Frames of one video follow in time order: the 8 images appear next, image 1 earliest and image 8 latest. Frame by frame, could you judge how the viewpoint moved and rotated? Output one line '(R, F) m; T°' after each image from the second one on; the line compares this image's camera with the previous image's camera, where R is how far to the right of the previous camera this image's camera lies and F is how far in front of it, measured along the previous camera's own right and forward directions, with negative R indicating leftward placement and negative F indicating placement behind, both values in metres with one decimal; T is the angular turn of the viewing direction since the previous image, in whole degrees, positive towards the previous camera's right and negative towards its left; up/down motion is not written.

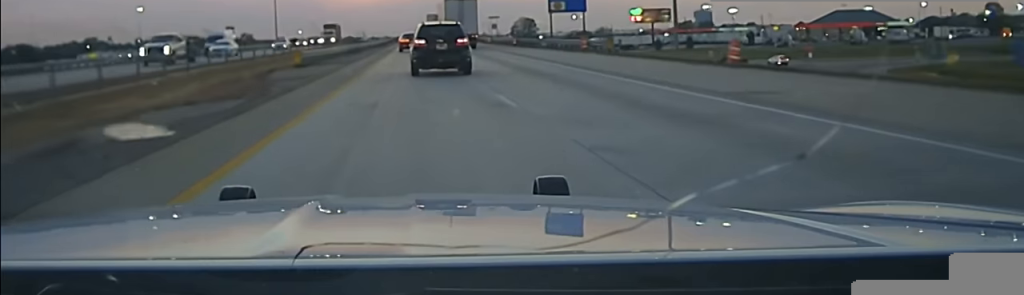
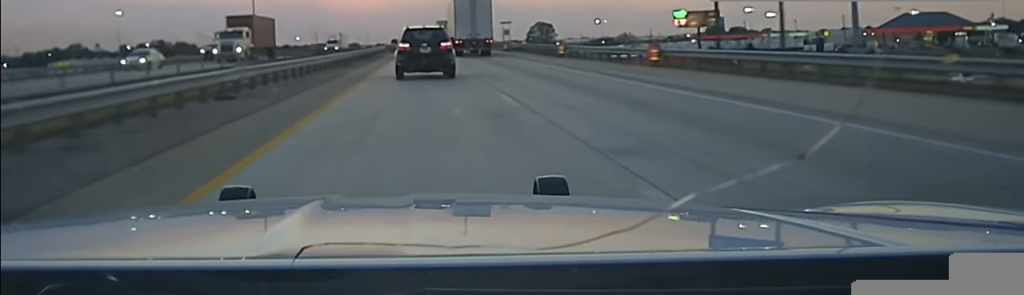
(0.0, +50.0) m; 0°
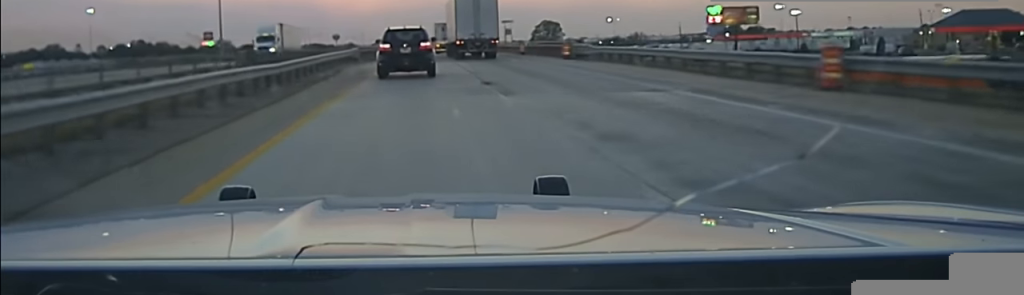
(0.0, +39.2) m; 0°
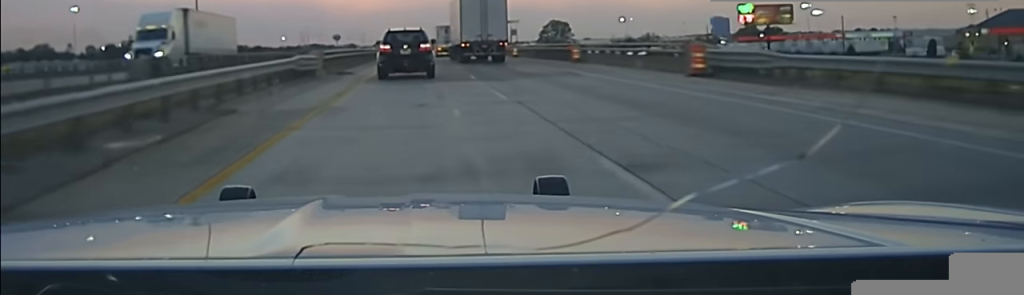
(0.0, +22.2) m; 0°
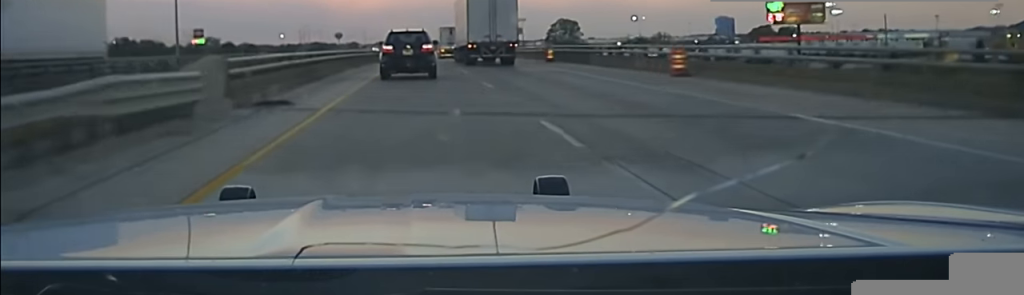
(0.0, +17.6) m; 0°
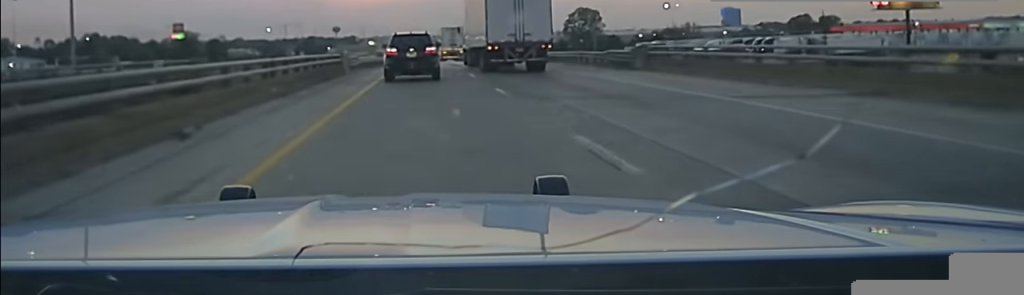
(0.0, +50.7) m; 0°
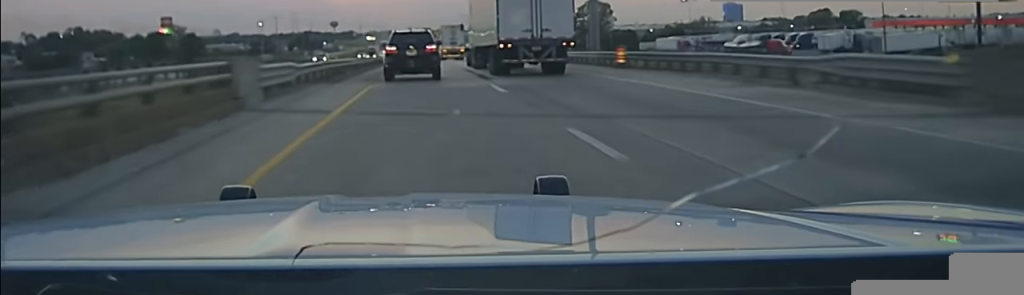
(0.0, +23.3) m; 0°
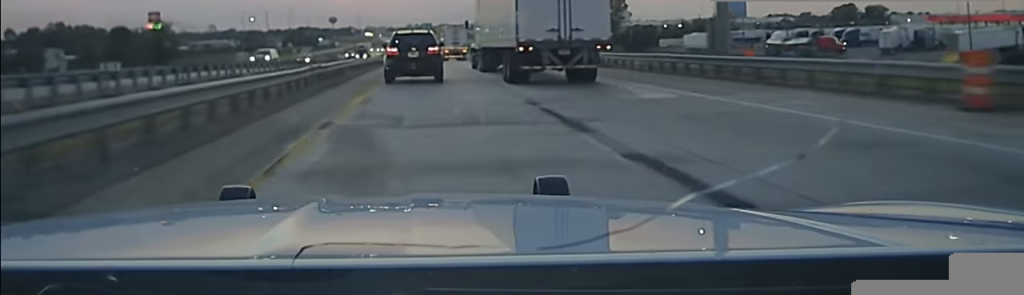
(0.0, +24.7) m; 0°
